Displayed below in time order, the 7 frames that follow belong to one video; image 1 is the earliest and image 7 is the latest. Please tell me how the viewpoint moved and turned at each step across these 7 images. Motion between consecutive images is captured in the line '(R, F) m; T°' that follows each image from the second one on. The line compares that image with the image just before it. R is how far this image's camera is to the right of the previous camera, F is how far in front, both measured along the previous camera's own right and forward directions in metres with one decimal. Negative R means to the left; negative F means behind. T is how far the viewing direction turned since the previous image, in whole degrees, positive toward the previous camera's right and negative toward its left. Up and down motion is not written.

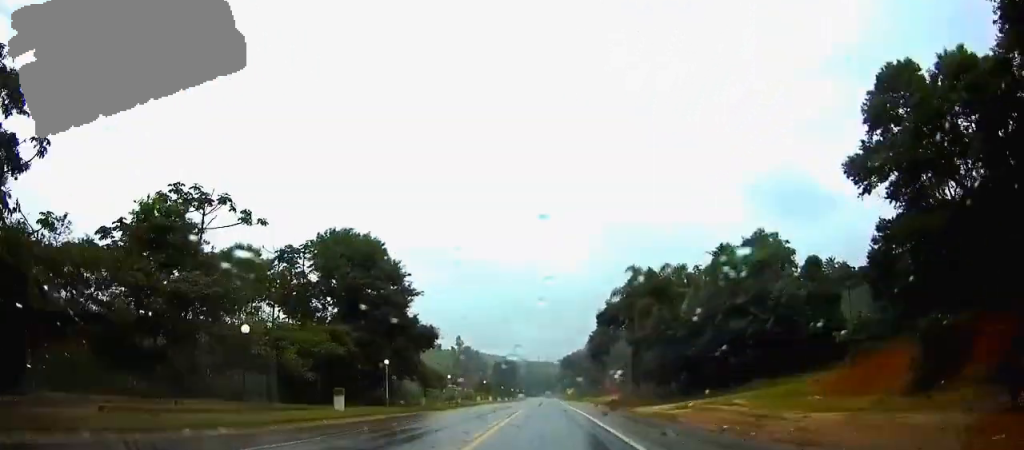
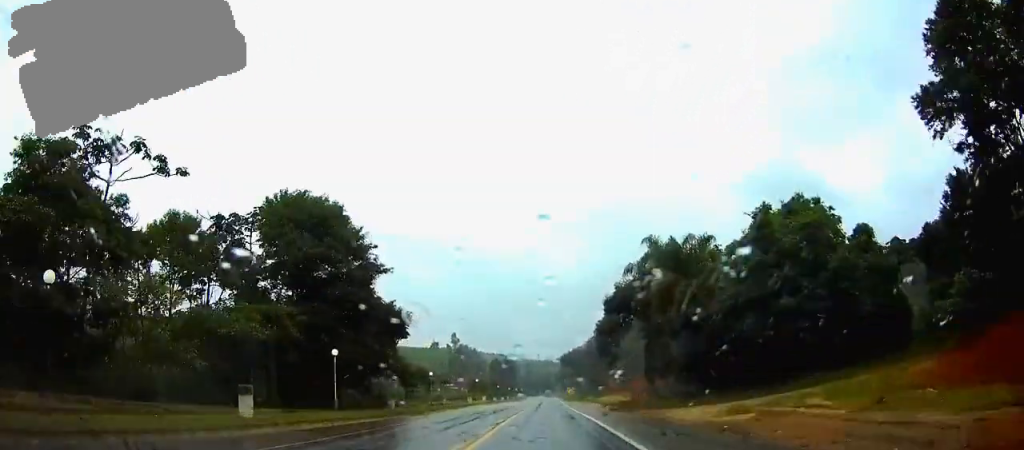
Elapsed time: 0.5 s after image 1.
(0.0, +10.4) m; 0°
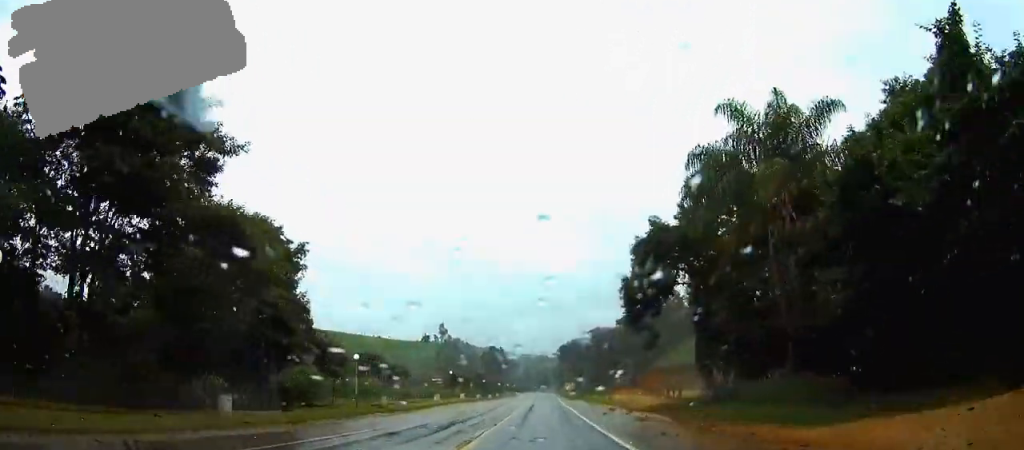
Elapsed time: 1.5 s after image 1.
(-0.1, +22.2) m; 0°
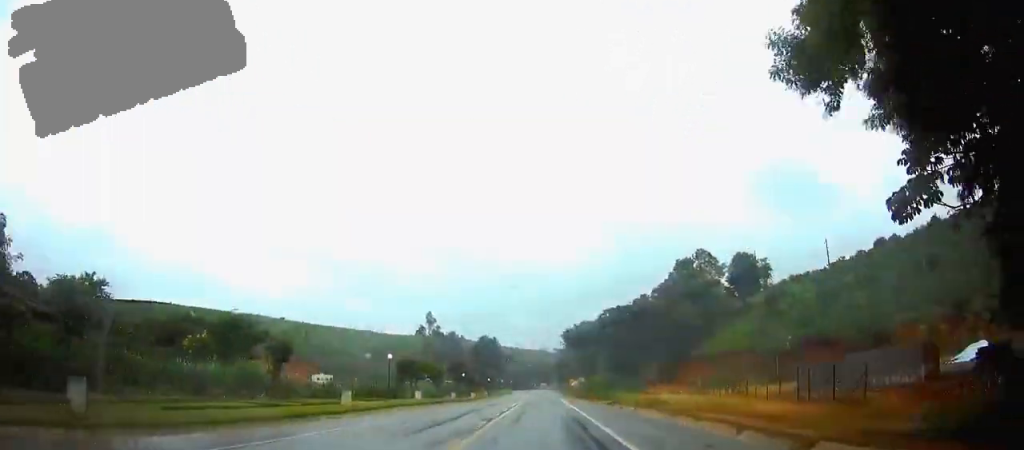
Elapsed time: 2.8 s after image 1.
(0.0, +28.7) m; 0°
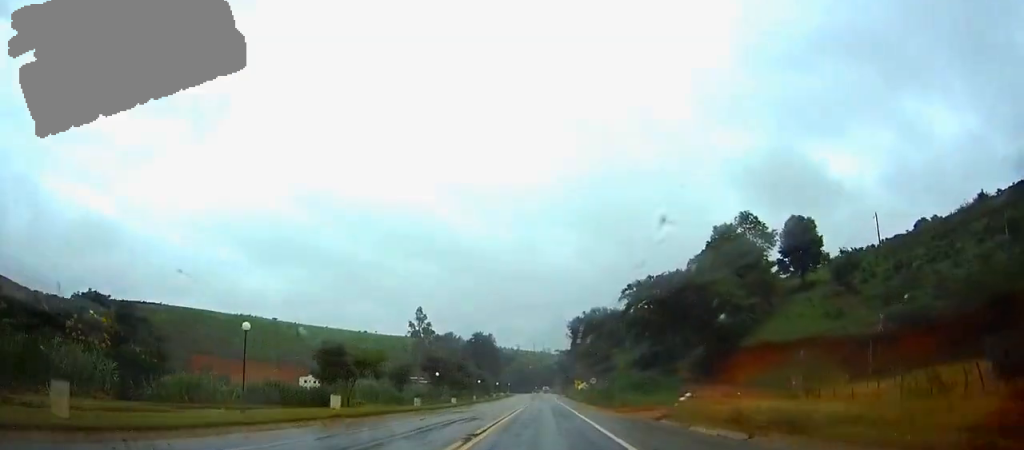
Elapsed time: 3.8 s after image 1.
(+0.1, +22.1) m; 0°
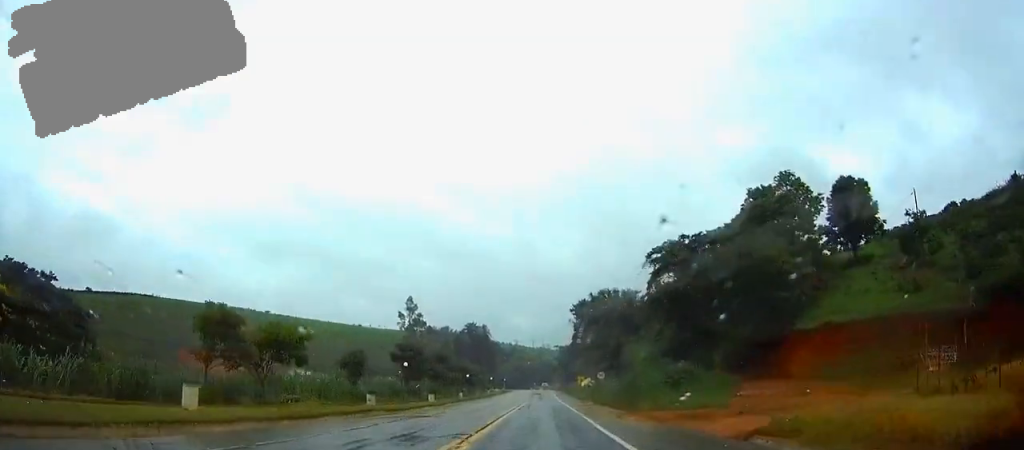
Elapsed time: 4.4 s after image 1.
(0.0, +14.0) m; 0°
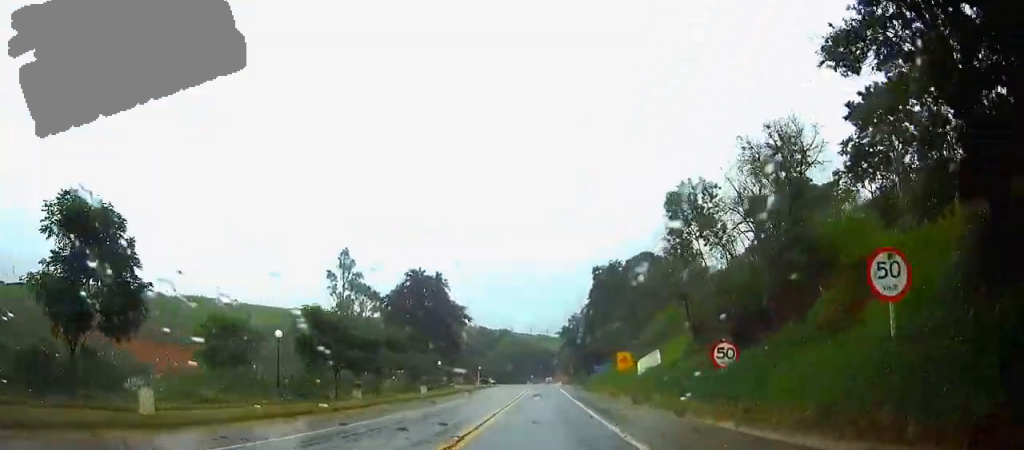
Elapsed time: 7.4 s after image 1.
(0.0, +64.1) m; 0°
